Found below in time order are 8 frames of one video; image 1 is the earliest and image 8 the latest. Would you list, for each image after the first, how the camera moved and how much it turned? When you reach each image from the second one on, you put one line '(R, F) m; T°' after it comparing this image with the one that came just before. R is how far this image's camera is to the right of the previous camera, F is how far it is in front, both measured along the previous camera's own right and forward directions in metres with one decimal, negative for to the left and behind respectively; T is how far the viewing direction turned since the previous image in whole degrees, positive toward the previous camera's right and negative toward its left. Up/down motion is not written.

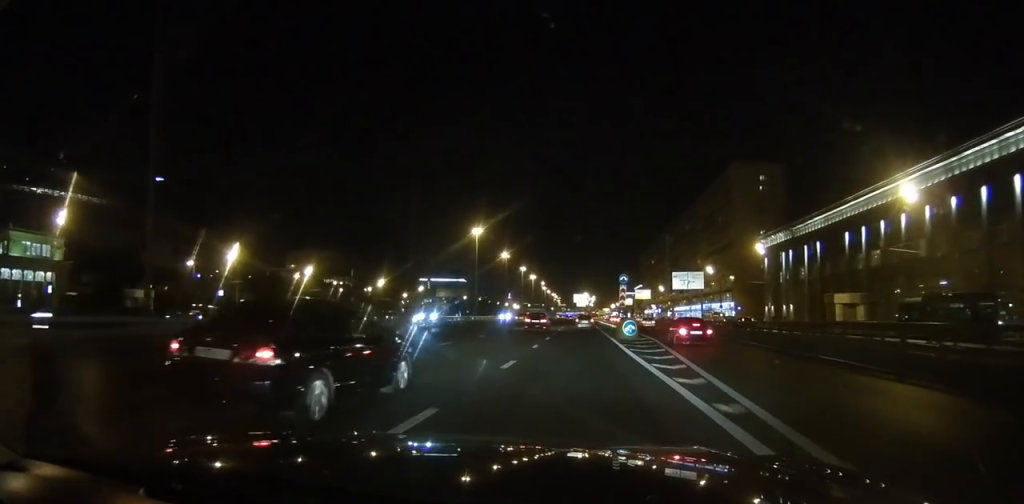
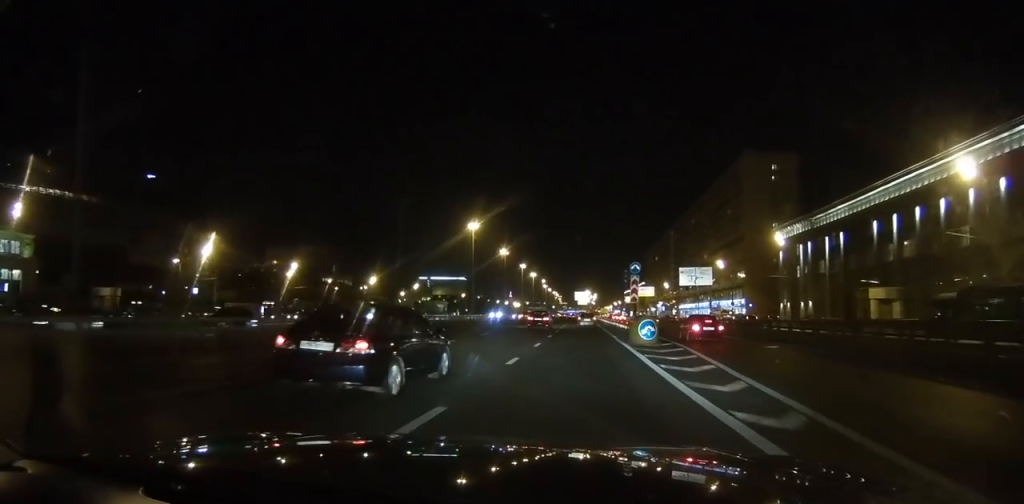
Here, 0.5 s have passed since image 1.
(+0.1, +8.0) m; 0°
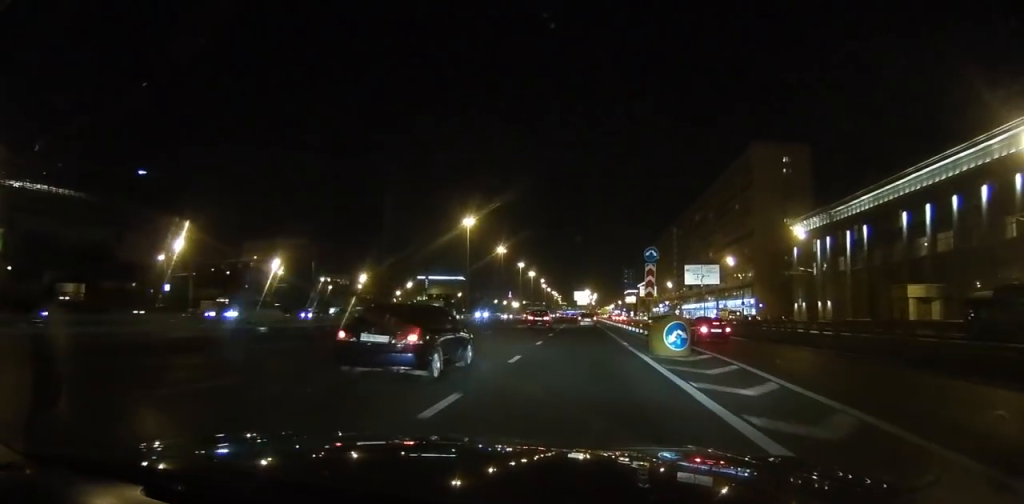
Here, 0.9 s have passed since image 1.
(+0.3, +7.4) m; 0°
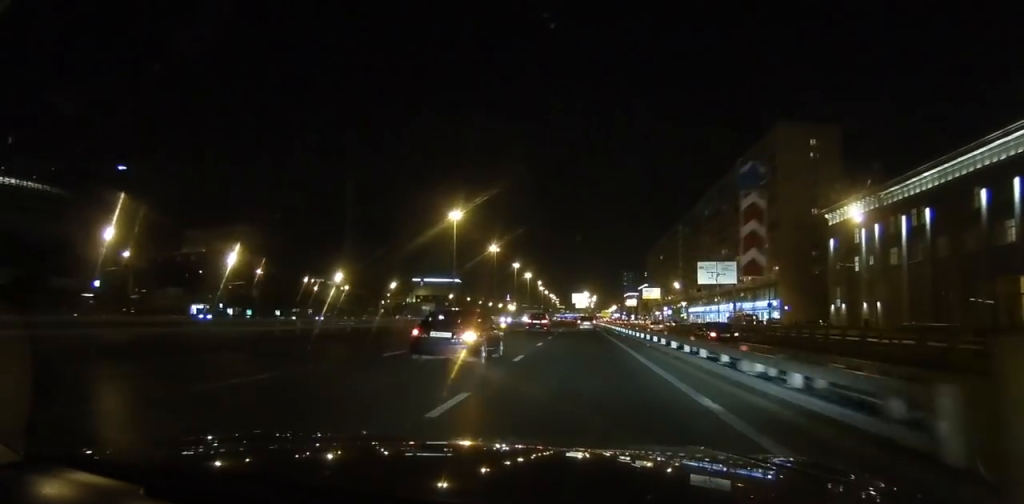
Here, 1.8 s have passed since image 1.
(-0.2, +14.6) m; 0°
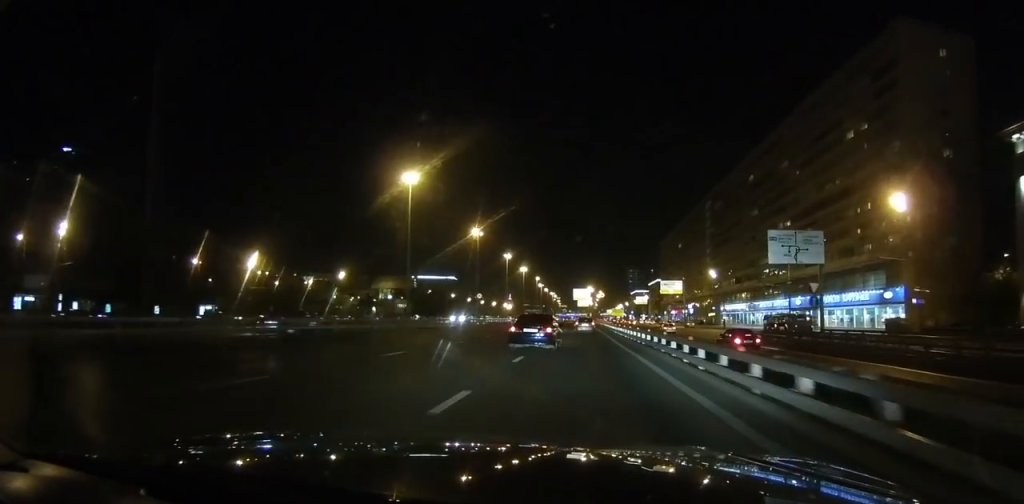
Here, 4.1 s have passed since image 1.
(-1.2, +39.4) m; -5°
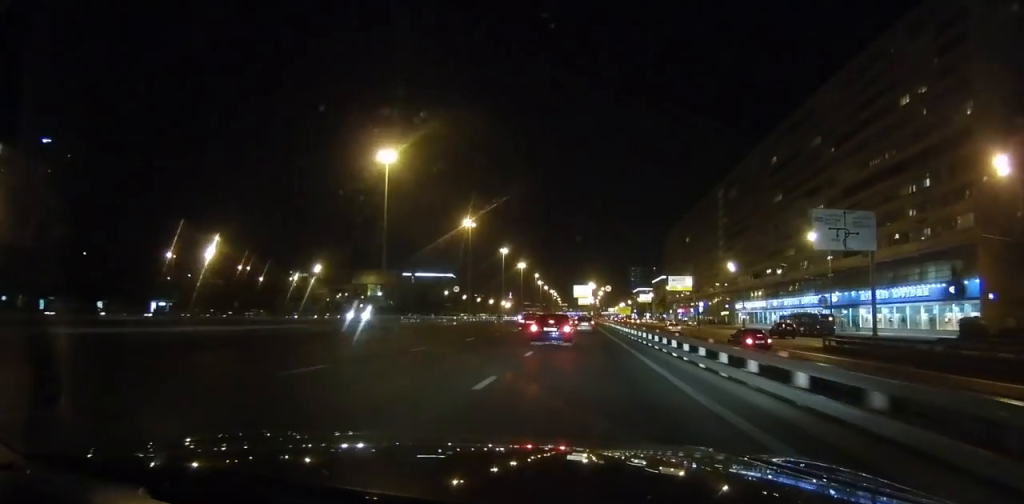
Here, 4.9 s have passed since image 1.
(-0.1, +13.2) m; +2°
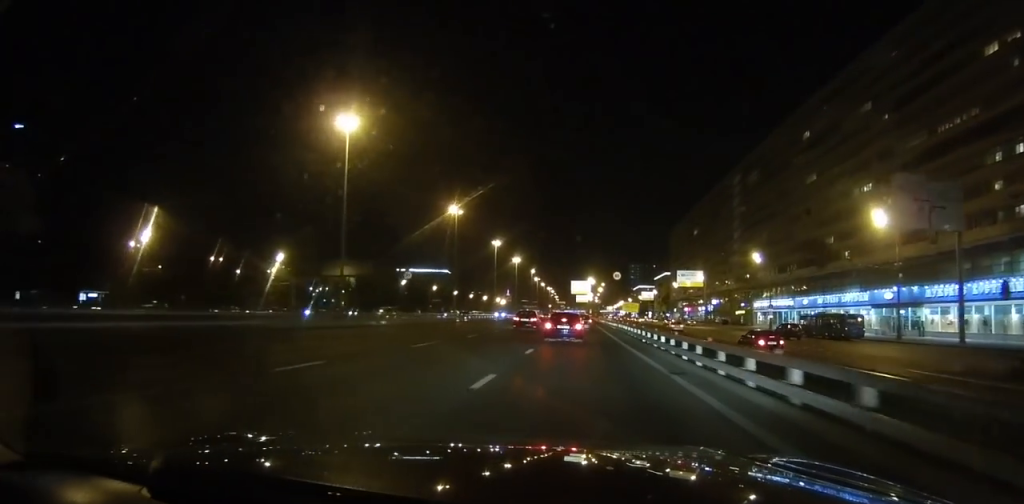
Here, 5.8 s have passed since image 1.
(+0.7, +16.1) m; +1°
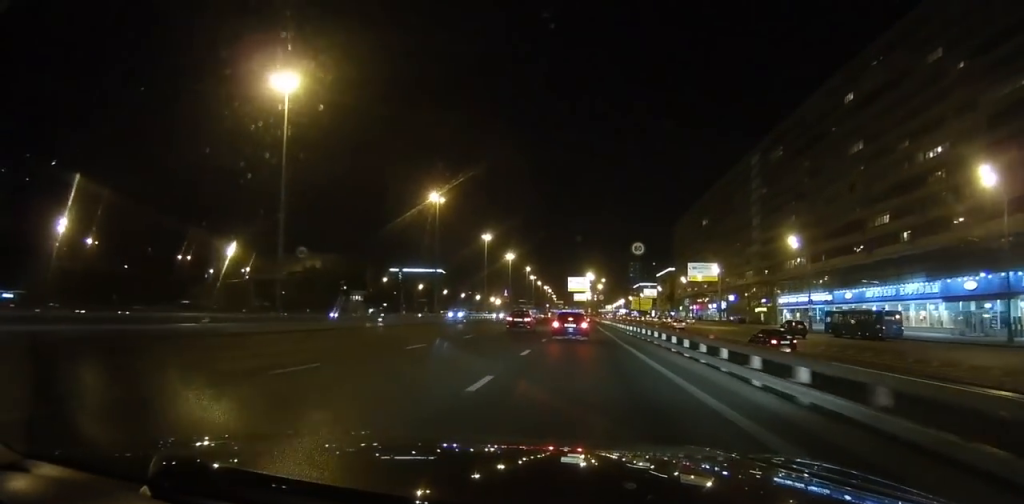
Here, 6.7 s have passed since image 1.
(-0.1, +16.2) m; 0°
